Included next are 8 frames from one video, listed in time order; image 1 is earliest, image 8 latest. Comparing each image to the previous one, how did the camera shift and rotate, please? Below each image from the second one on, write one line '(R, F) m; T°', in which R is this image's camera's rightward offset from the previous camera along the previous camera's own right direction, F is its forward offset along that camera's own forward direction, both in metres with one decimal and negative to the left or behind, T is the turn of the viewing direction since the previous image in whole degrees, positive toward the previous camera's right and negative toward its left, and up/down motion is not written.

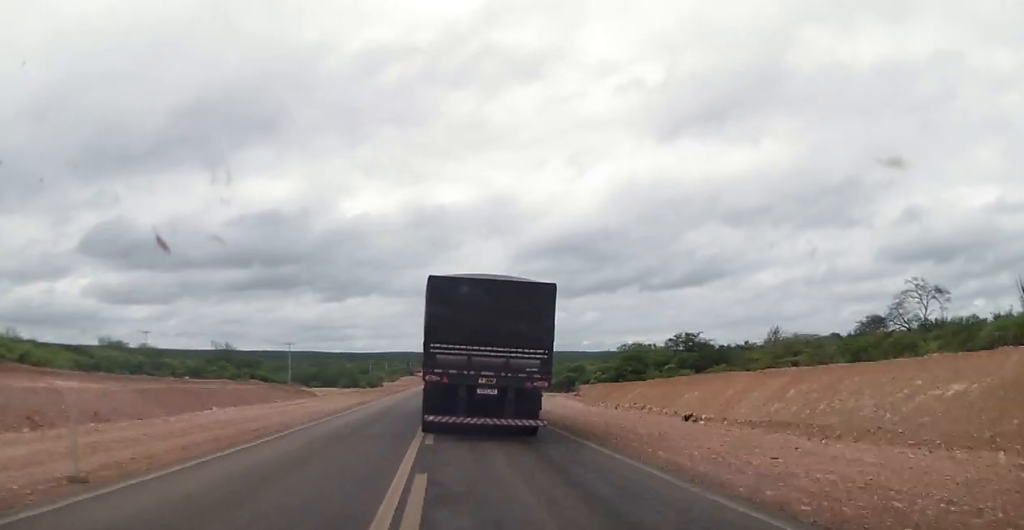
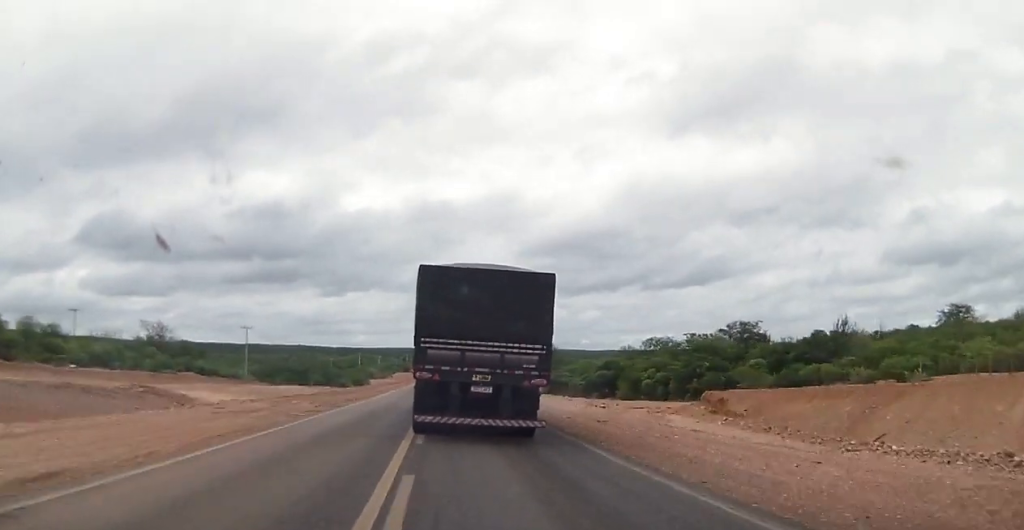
(+0.2, +33.5) m; -1°
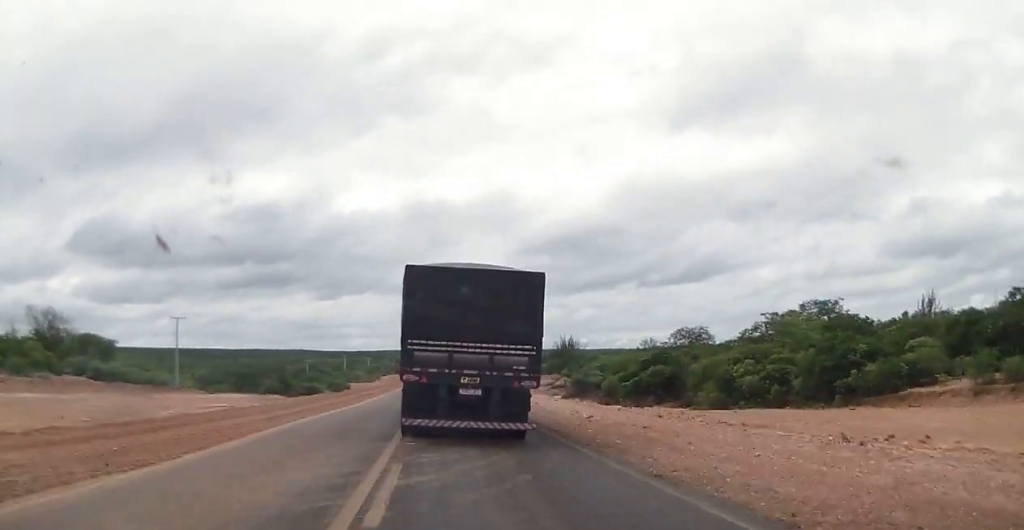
(-0.4, +31.6) m; +1°
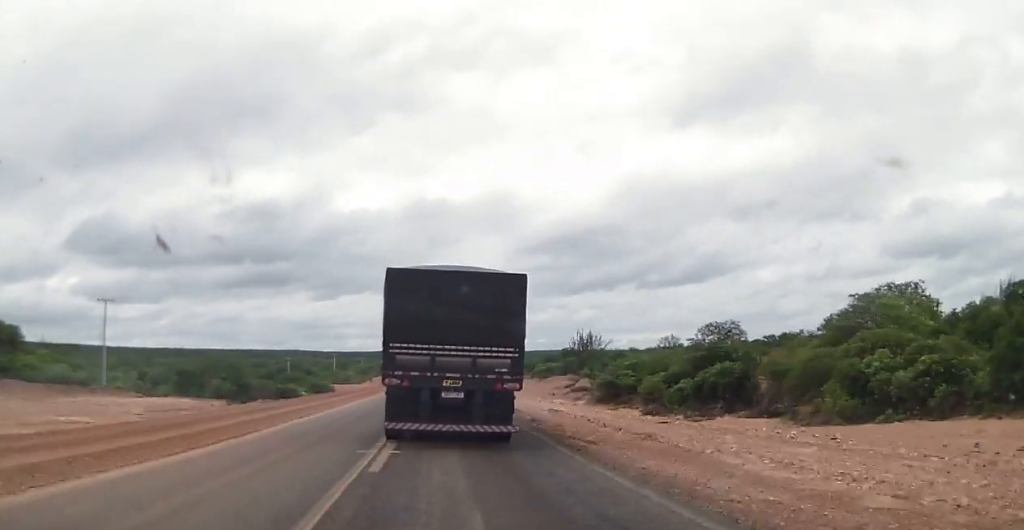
(+0.5, +20.9) m; 0°
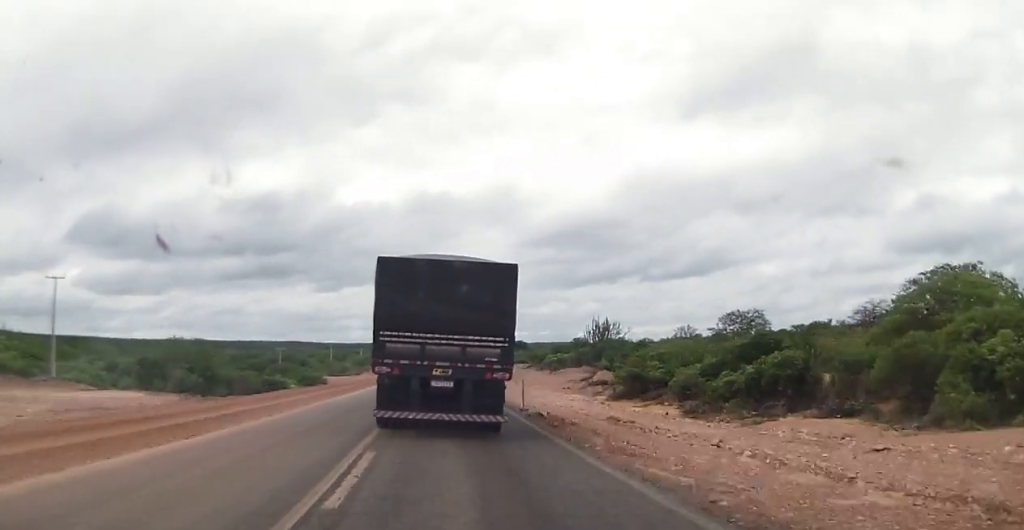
(-0.1, +11.2) m; -1°
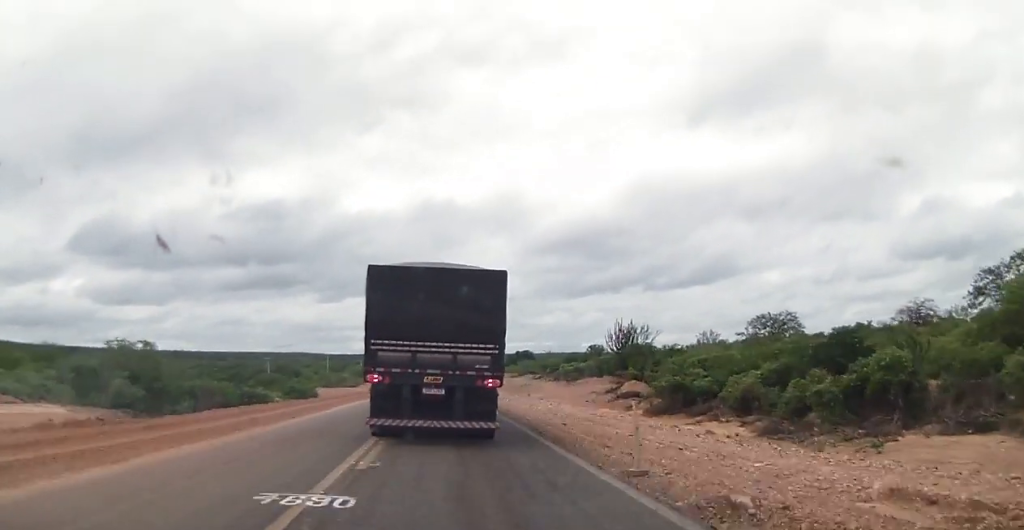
(-0.2, +13.4) m; -1°
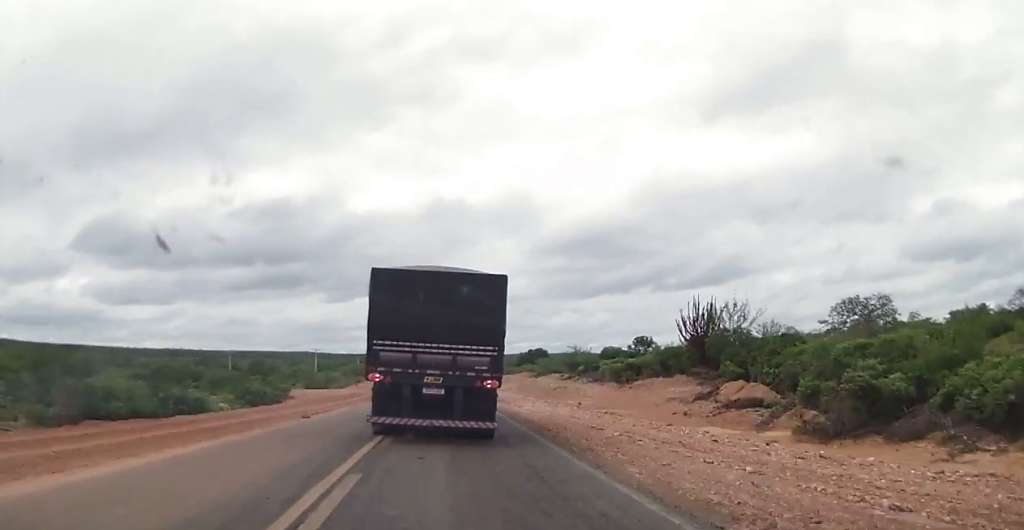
(-0.1, +29.7) m; 0°
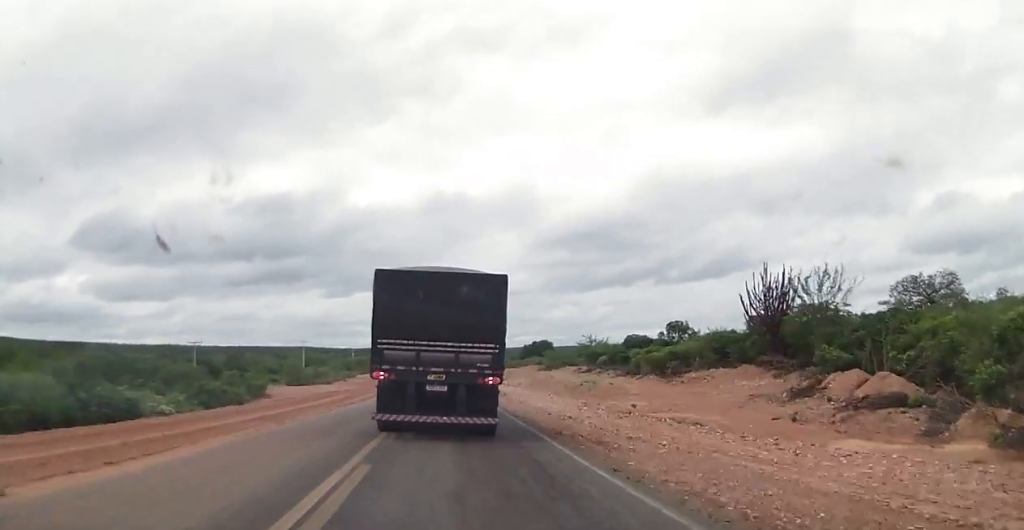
(0.0, +17.0) m; 0°
